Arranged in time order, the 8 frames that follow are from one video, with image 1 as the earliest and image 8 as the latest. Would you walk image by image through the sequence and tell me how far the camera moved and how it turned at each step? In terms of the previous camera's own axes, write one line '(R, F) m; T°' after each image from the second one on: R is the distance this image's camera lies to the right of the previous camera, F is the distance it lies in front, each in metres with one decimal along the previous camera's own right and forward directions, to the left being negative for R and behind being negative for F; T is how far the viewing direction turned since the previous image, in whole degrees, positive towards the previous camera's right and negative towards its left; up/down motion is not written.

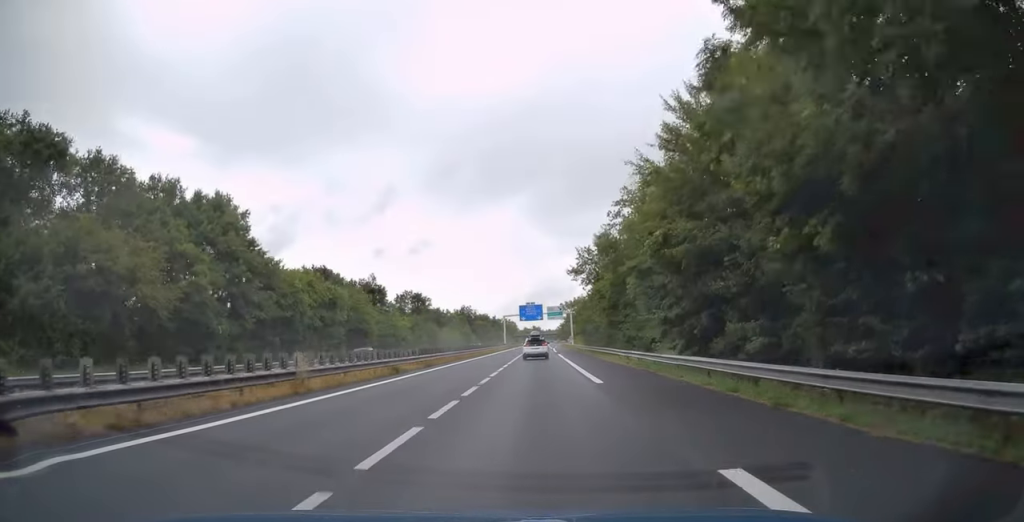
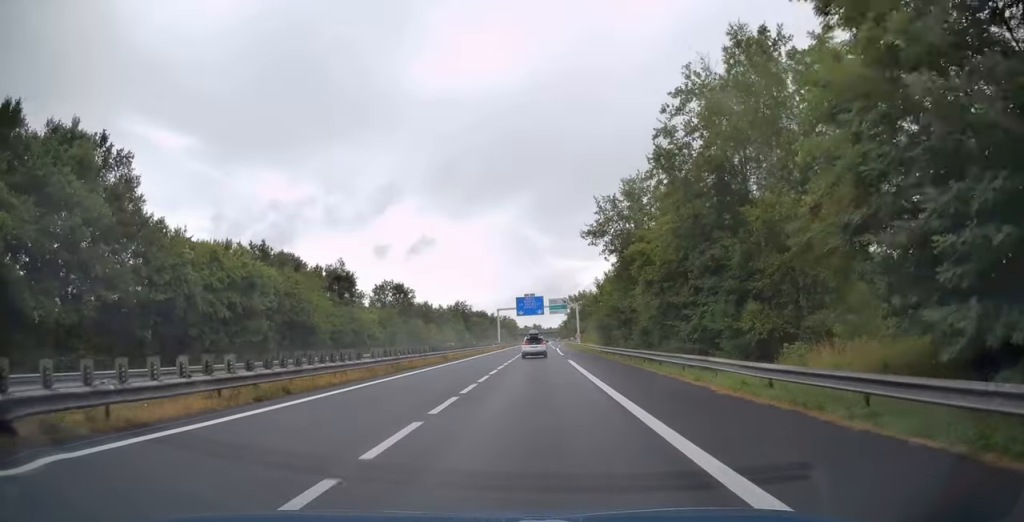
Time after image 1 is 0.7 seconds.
(0.0, +20.6) m; 0°
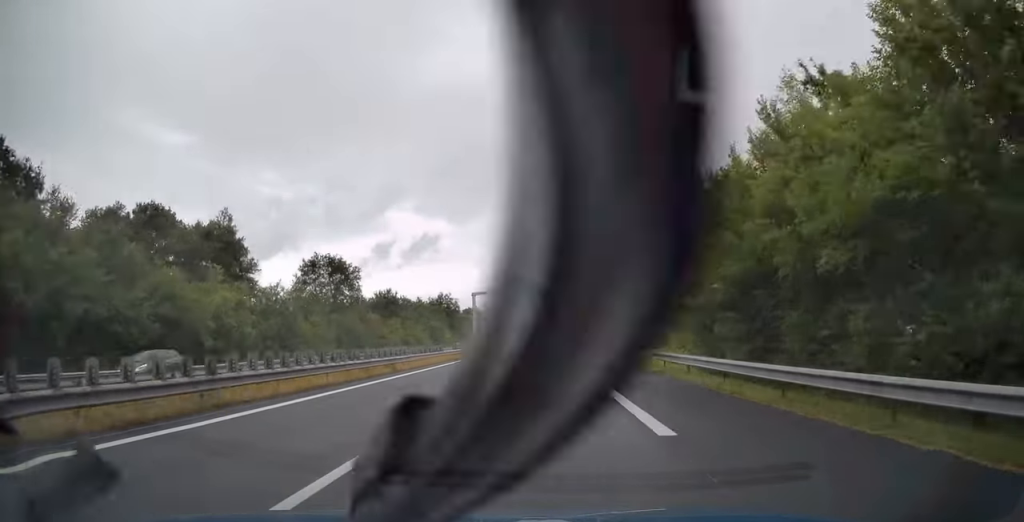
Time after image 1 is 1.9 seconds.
(-0.1, +40.9) m; 0°
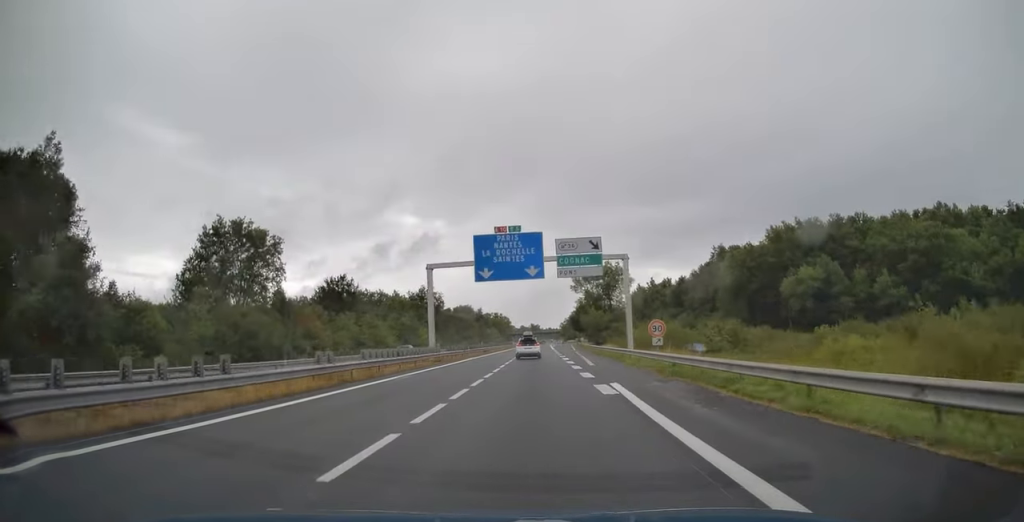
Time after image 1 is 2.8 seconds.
(-0.1, +29.3) m; 0°
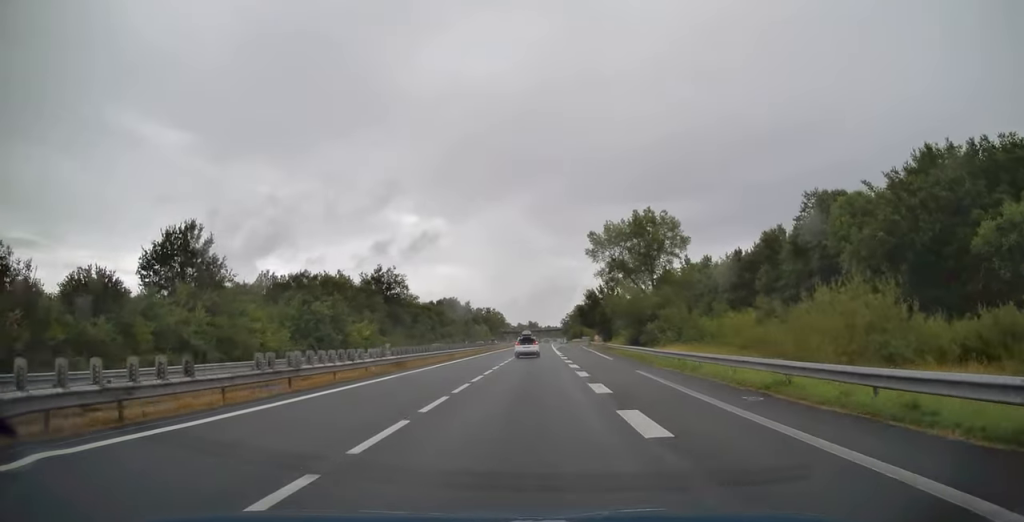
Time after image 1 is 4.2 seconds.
(0.0, +45.8) m; 0°
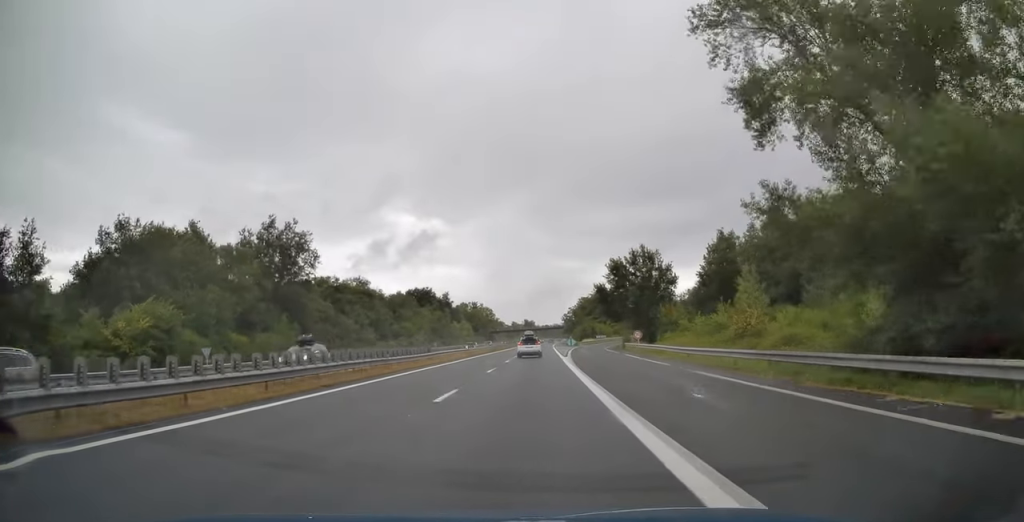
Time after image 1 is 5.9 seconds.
(+0.1, +53.8) m; 0°
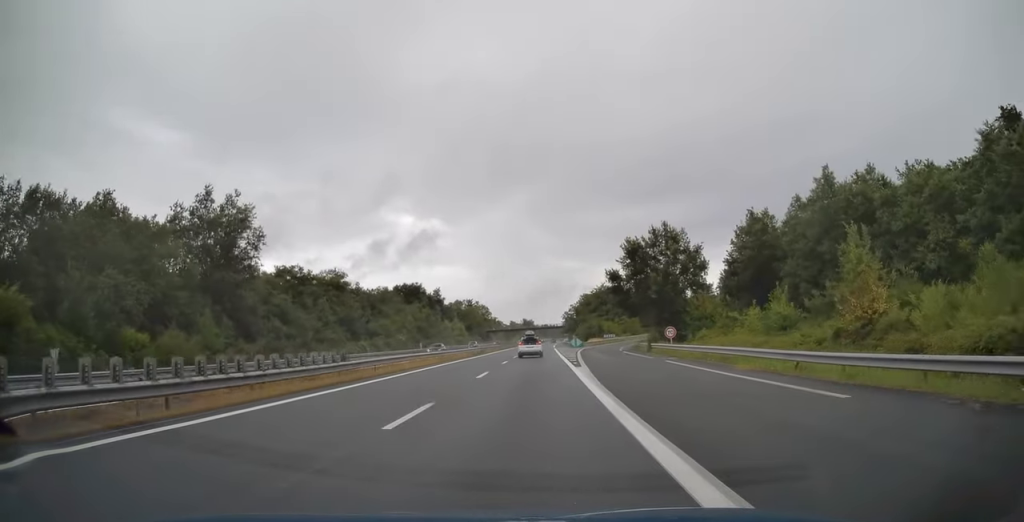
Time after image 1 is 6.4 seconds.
(+0.1, +16.7) m; 0°
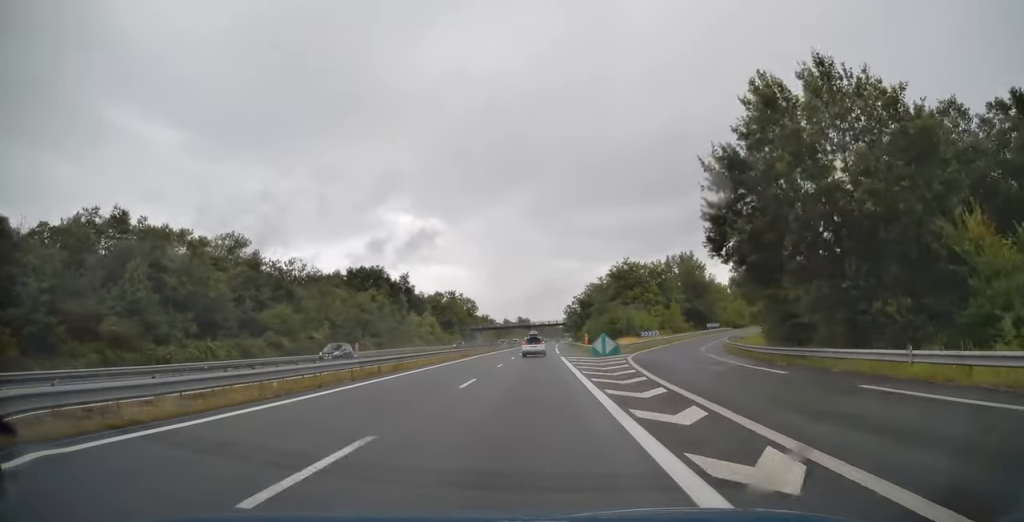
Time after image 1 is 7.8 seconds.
(+0.1, +43.5) m; 0°
